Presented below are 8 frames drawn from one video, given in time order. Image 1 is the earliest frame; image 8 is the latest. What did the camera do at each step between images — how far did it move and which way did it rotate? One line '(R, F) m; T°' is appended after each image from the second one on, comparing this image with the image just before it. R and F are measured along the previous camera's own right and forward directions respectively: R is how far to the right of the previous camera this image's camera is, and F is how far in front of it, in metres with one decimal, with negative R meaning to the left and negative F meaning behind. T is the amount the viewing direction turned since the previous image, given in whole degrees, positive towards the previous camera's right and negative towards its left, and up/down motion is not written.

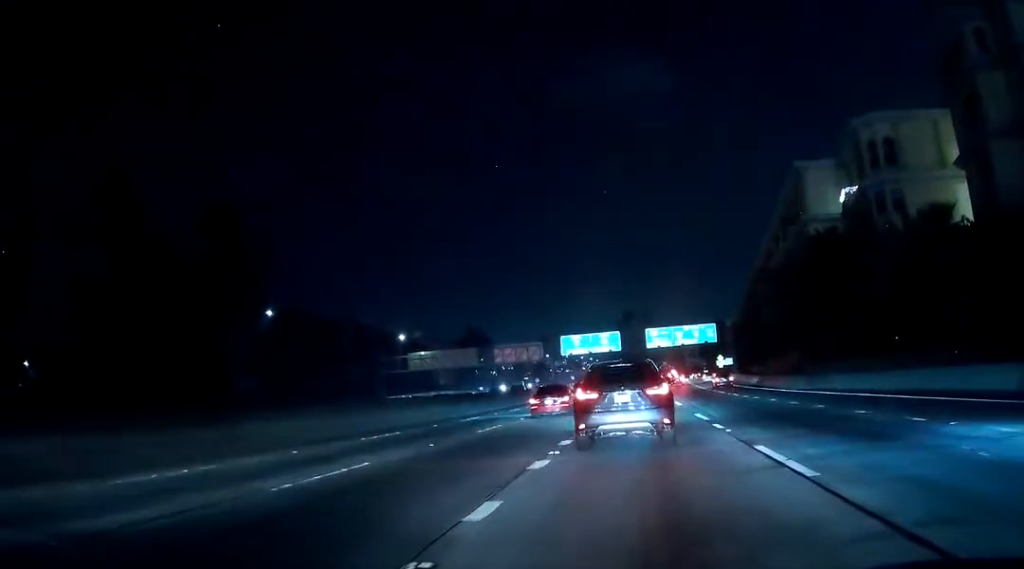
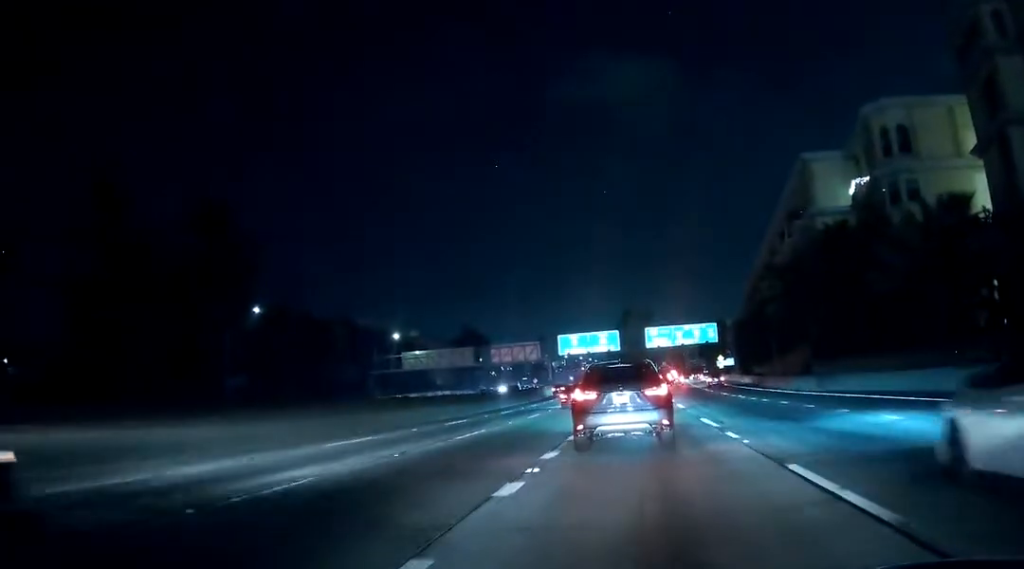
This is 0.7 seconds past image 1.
(-0.2, +2.4) m; +1°
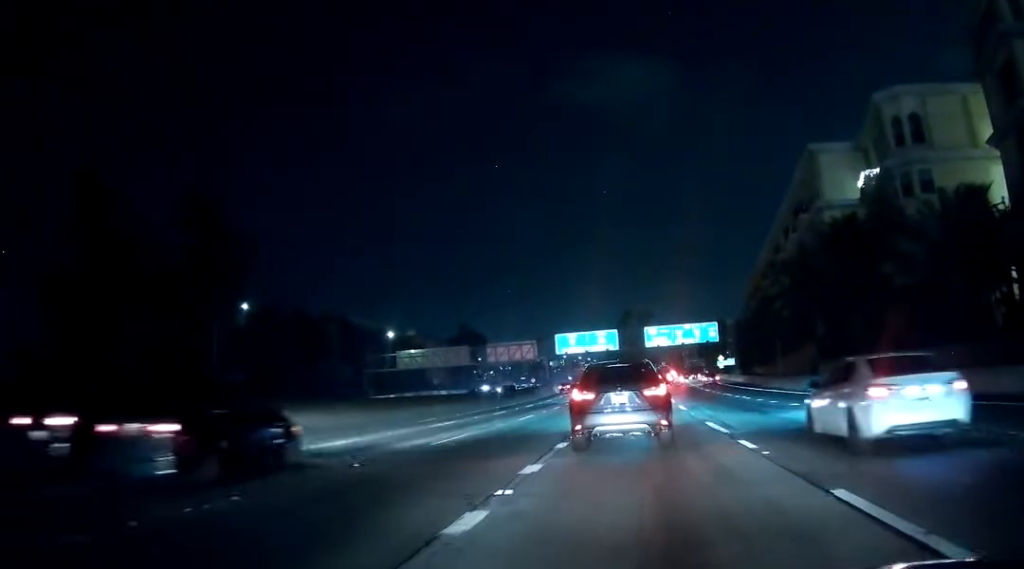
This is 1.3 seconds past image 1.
(0.0, +2.0) m; +2°
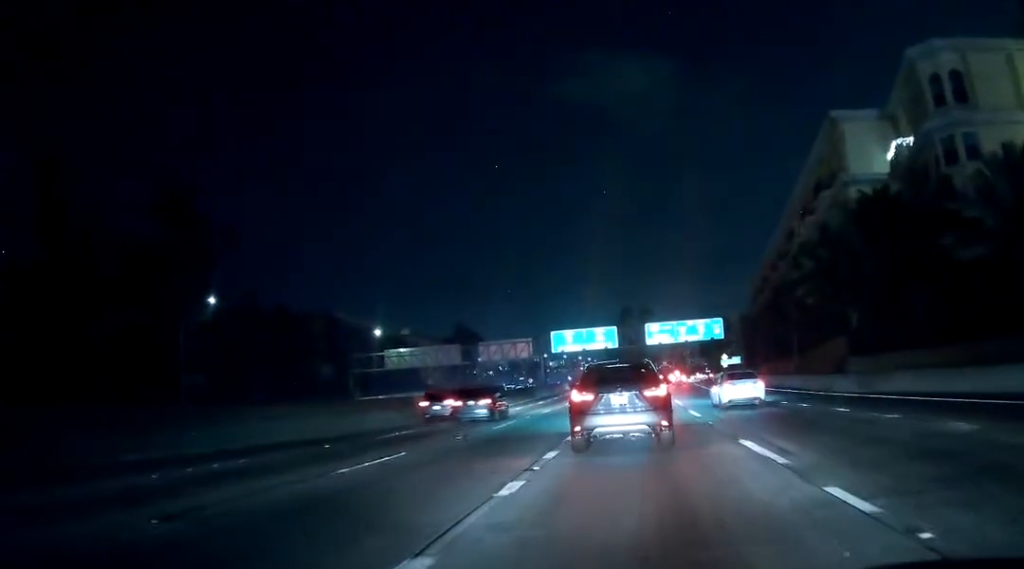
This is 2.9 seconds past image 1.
(+0.5, +6.3) m; +3°
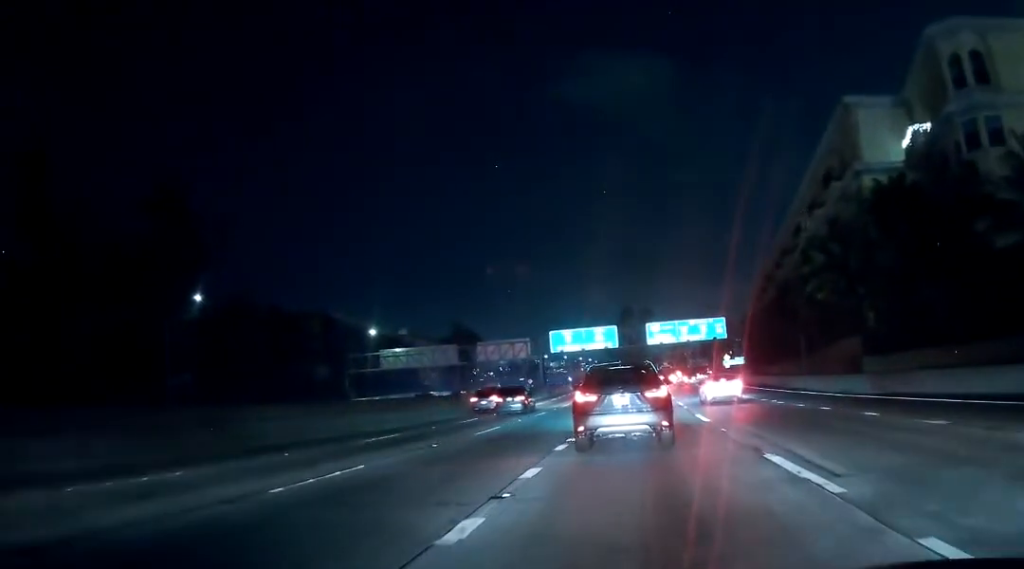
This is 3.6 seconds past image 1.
(-0.1, +2.8) m; -1°
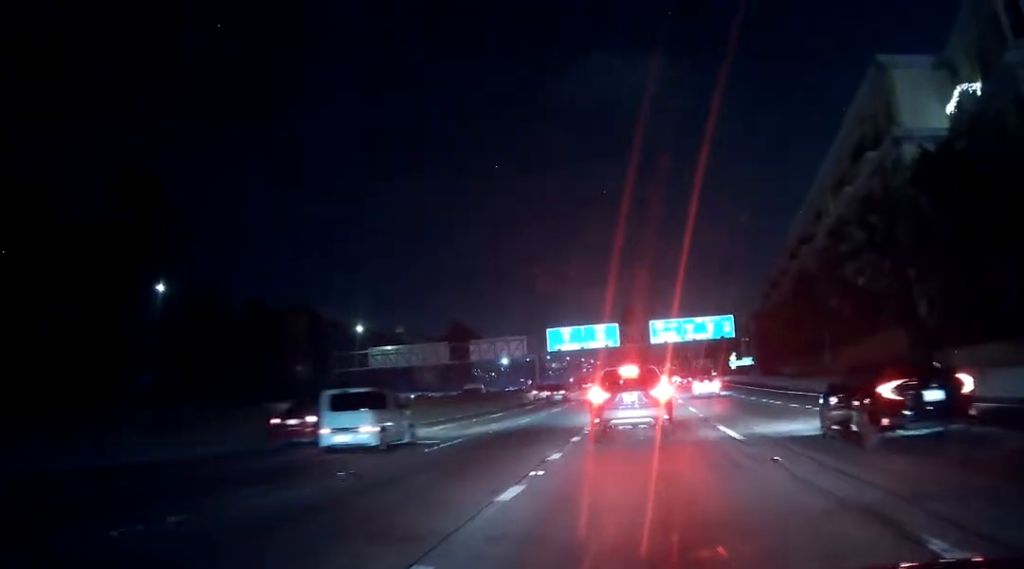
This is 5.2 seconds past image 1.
(0.0, +6.7) m; 0°
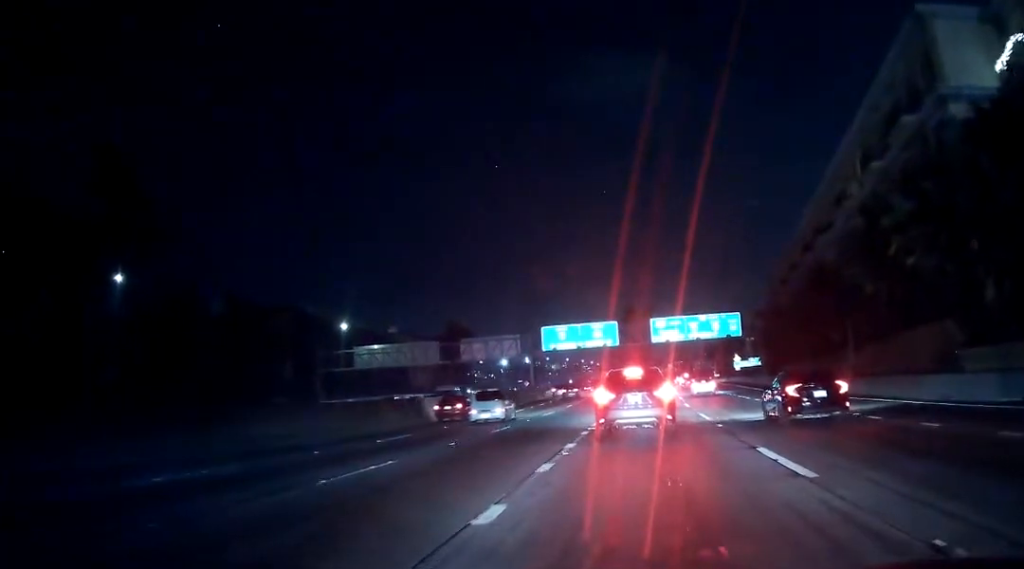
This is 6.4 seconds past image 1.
(0.0, +6.2) m; +1°
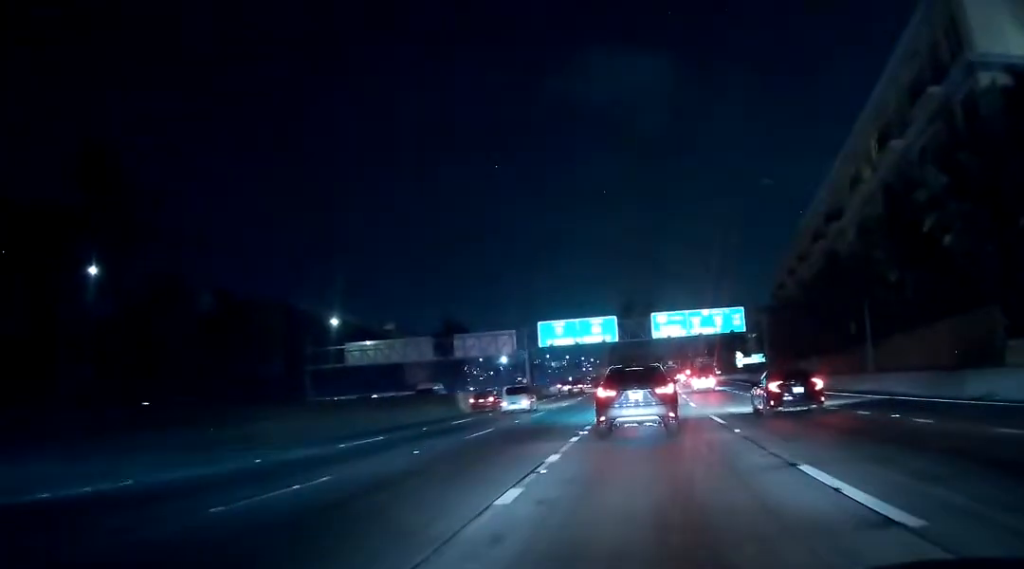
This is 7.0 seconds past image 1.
(+0.1, +3.5) m; 0°
